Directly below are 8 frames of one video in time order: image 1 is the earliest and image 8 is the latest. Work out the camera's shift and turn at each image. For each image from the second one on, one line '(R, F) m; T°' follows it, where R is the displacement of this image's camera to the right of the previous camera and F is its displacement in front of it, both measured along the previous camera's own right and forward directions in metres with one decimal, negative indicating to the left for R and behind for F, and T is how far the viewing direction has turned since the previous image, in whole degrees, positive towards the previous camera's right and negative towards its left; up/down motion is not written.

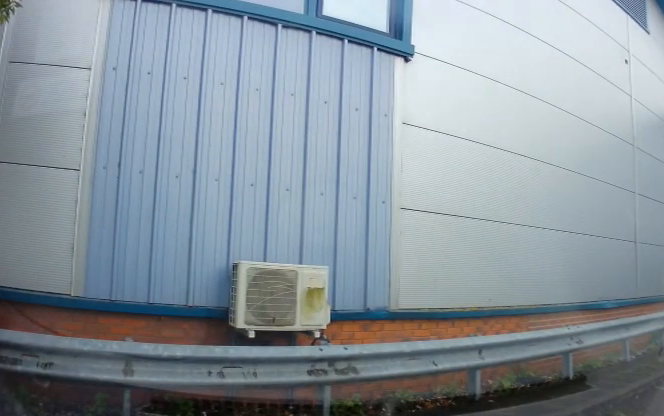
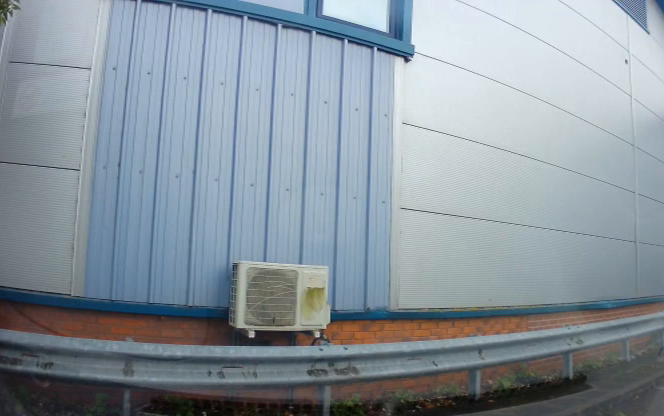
(0.0, 0.0) m; 0°
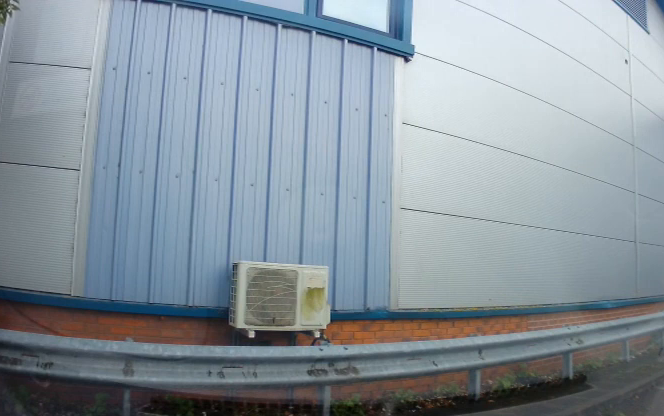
(0.0, 0.0) m; 0°
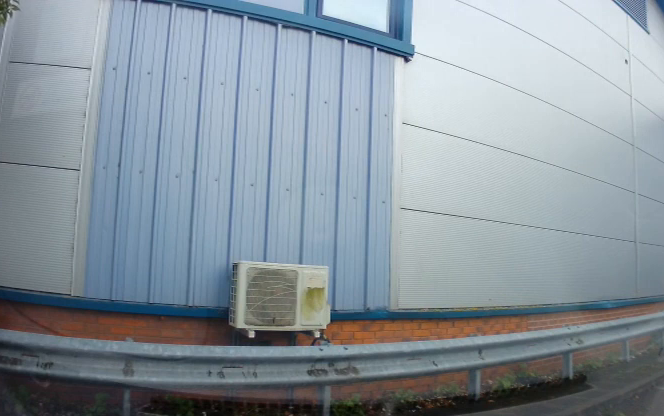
(0.0, 0.0) m; 0°
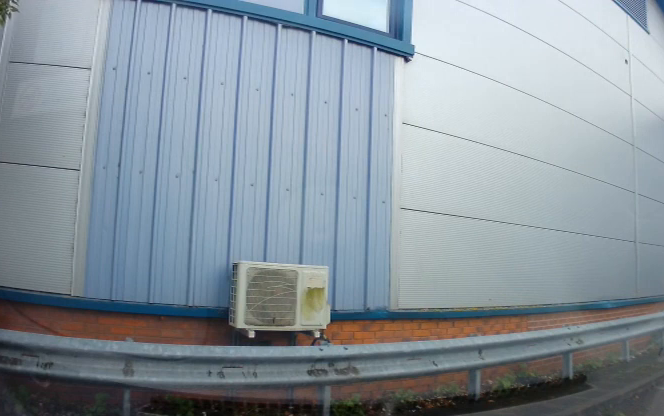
(0.0, 0.0) m; 0°
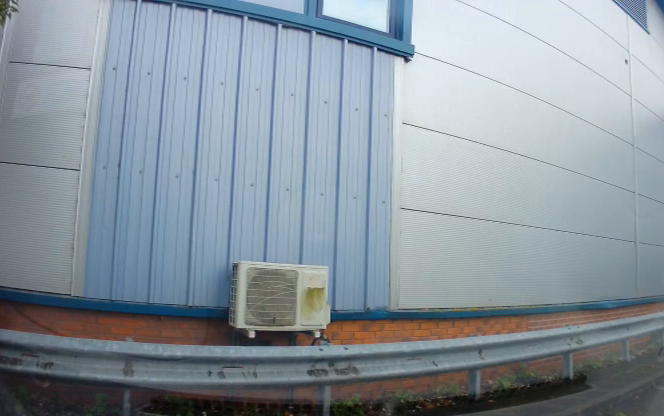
(0.0, 0.0) m; 0°
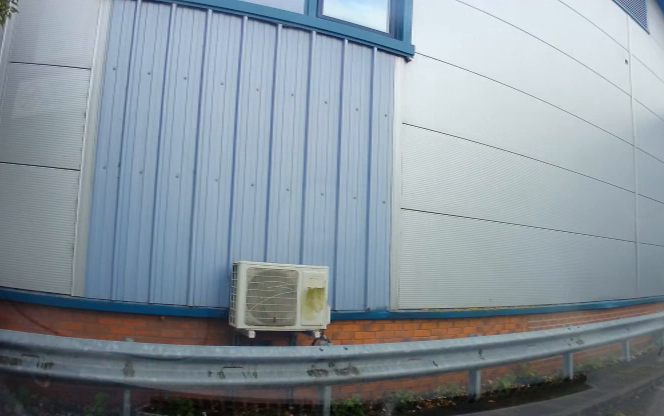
(0.0, 0.0) m; 0°
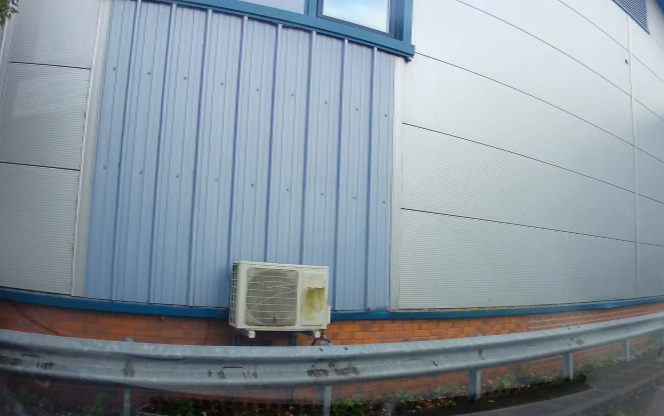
(0.0, 0.0) m; 0°
